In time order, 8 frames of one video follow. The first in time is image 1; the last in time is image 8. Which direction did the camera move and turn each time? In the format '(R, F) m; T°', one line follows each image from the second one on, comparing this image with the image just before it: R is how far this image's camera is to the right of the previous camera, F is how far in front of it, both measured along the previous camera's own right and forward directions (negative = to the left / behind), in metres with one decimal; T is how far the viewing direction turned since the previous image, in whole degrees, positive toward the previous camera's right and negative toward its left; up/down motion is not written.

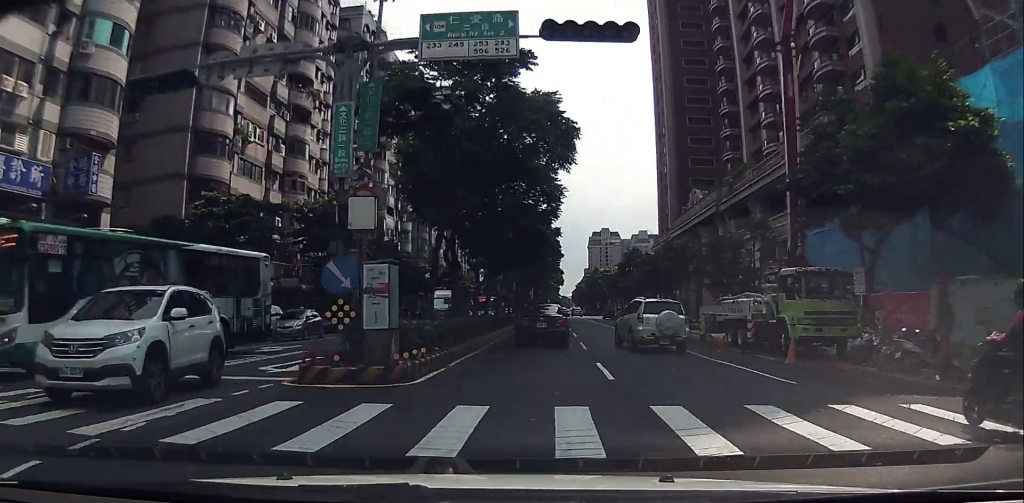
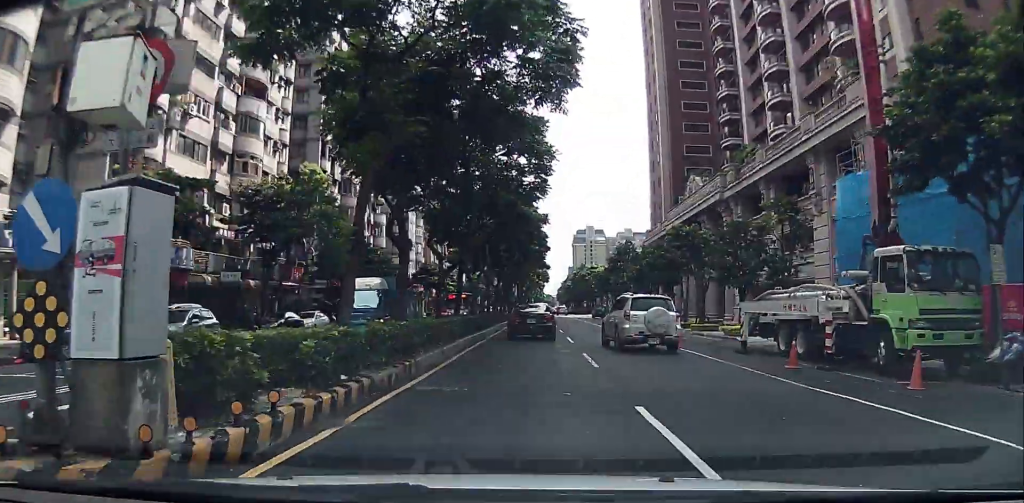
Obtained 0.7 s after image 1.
(0.0, +7.1) m; -2°
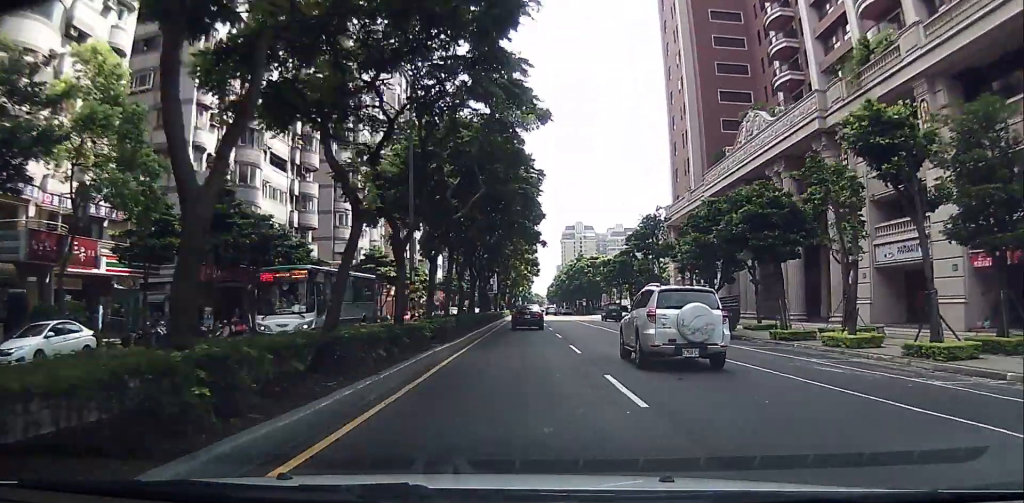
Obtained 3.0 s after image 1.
(-0.1, +24.1) m; +3°
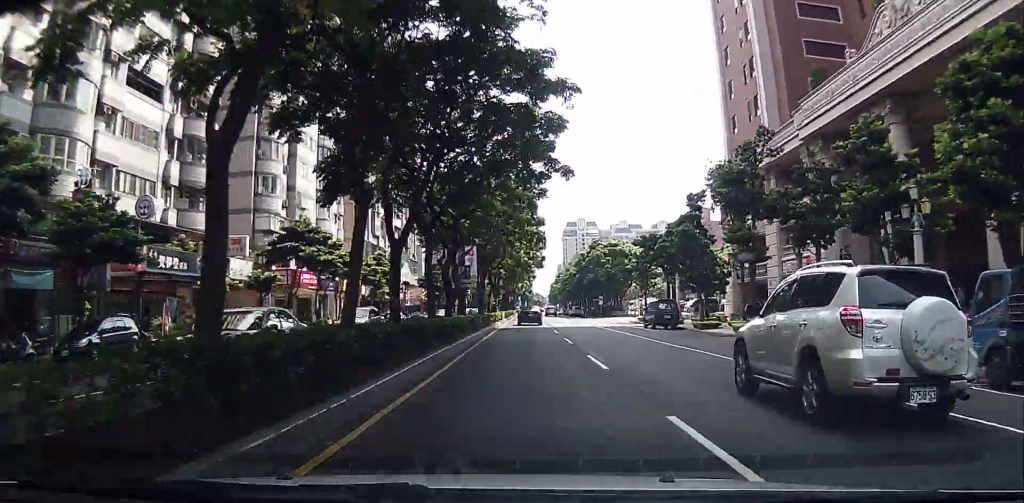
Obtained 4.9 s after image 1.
(+0.6, +21.1) m; 0°
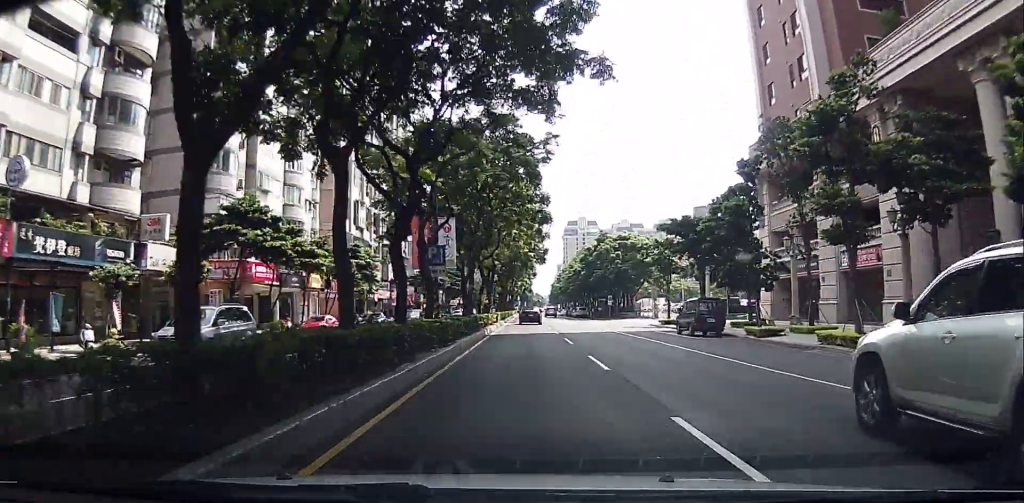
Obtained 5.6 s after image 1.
(-0.2, +8.2) m; -2°
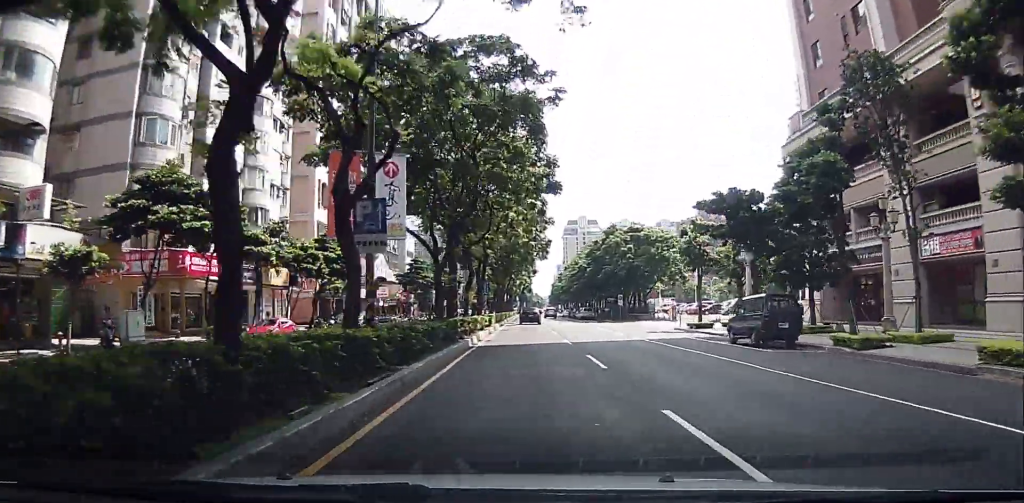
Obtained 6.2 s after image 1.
(-0.1, +7.5) m; 0°
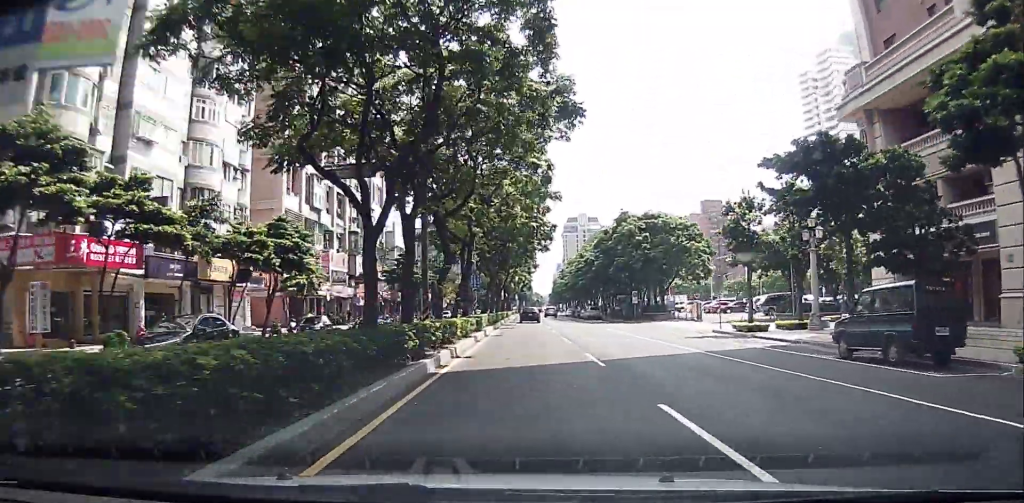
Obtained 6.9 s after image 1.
(-0.3, +7.5) m; +1°
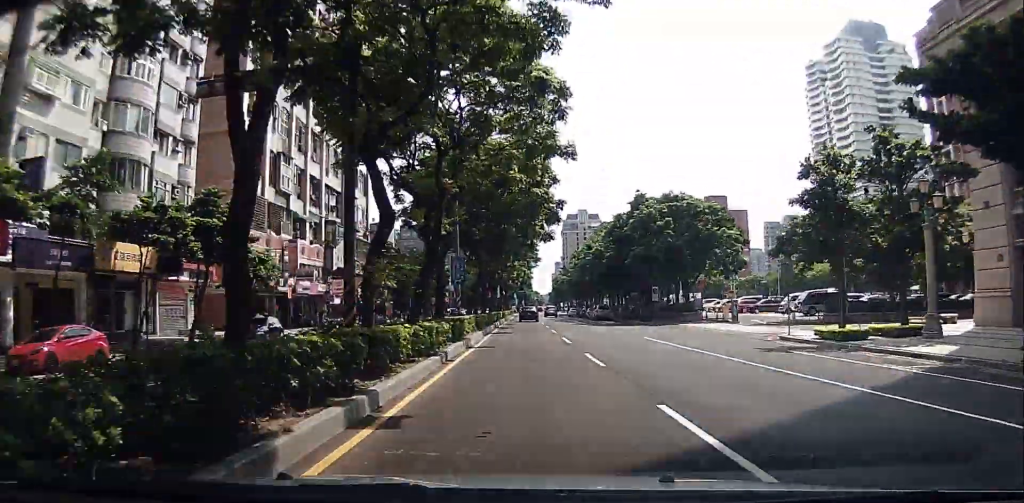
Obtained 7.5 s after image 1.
(+0.4, +8.9) m; +3°
